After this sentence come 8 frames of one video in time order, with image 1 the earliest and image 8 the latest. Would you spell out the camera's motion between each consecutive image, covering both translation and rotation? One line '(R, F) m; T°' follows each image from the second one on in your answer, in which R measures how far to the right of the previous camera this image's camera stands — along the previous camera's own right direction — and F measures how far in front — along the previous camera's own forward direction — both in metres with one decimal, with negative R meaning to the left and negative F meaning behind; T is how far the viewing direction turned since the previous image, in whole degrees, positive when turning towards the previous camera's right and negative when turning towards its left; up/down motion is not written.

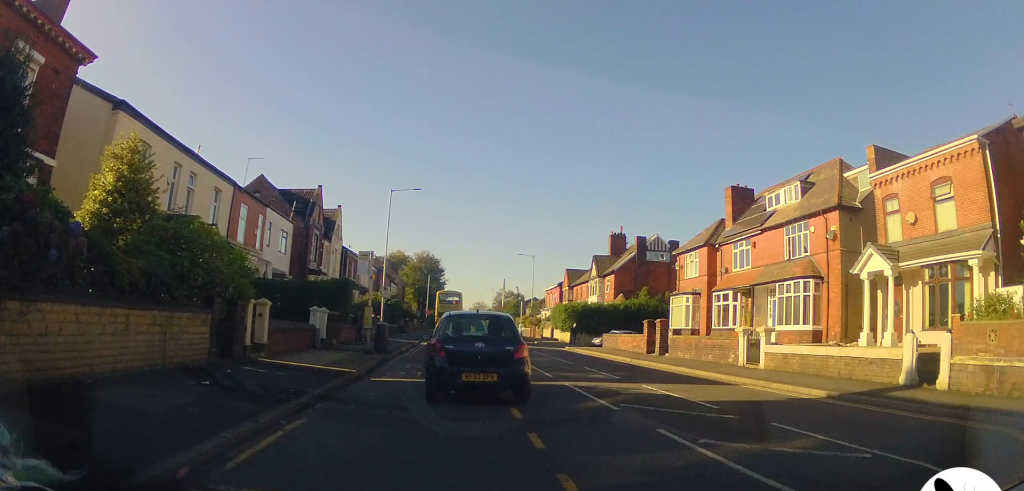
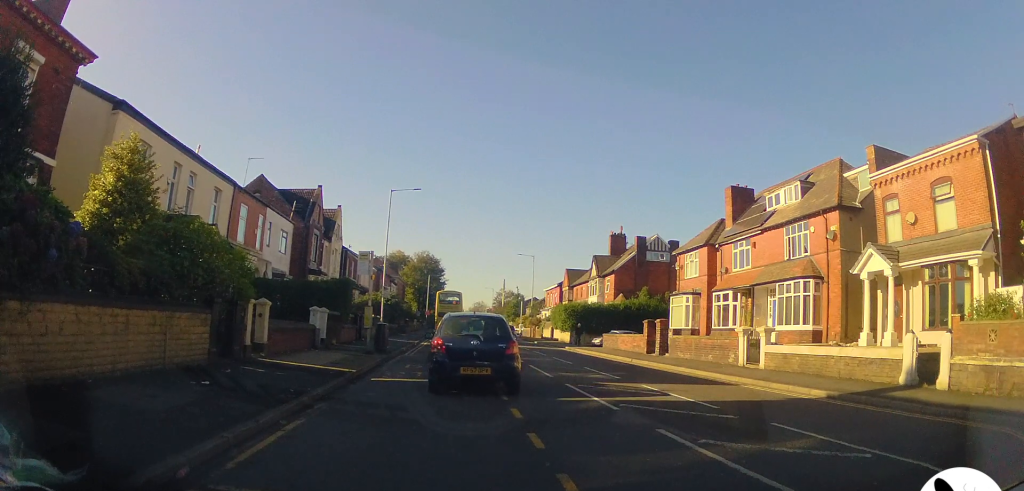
(0.0, 0.0) m; 0°
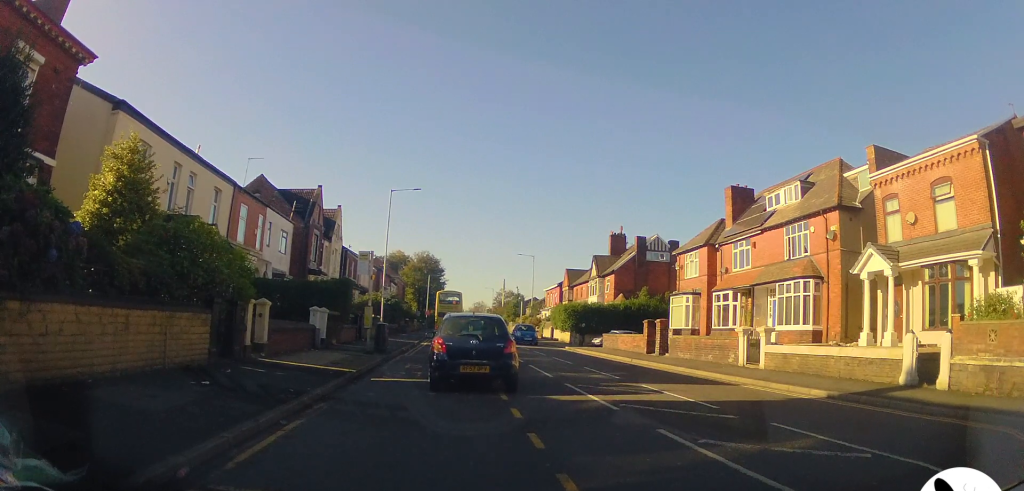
(0.0, 0.0) m; 0°
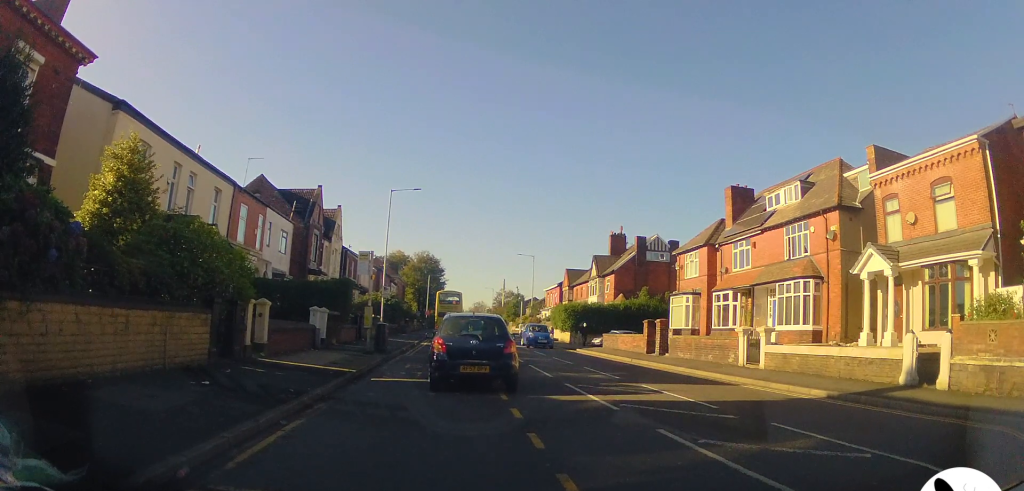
(0.0, 0.0) m; 0°
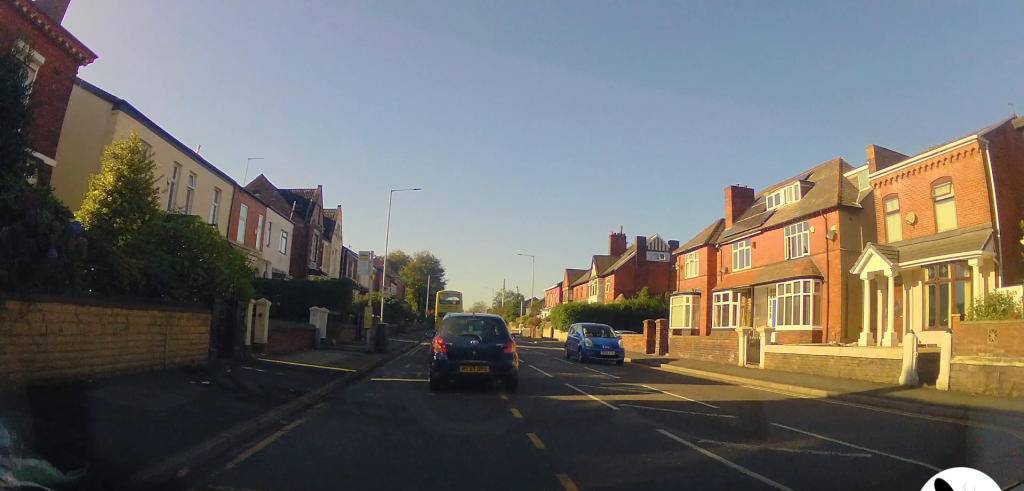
(0.0, 0.0) m; 0°
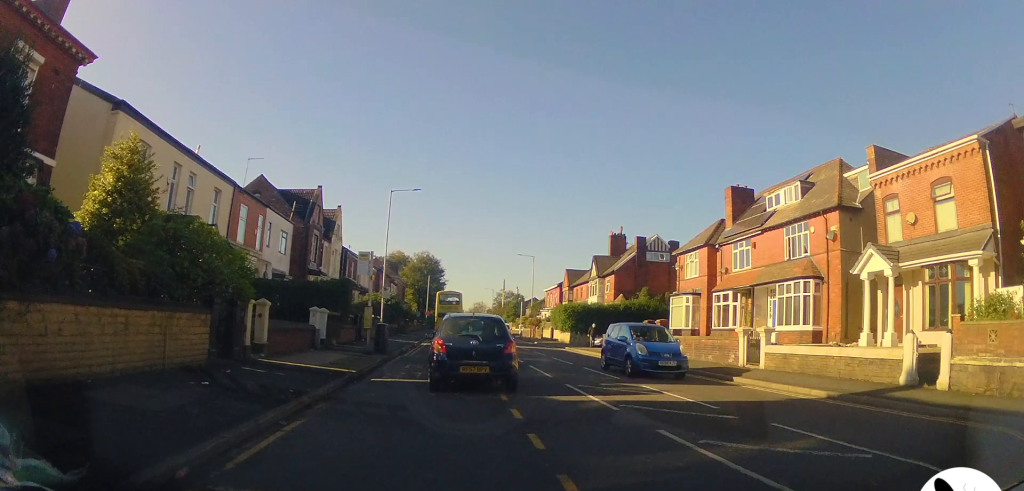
(0.0, 0.0) m; 0°
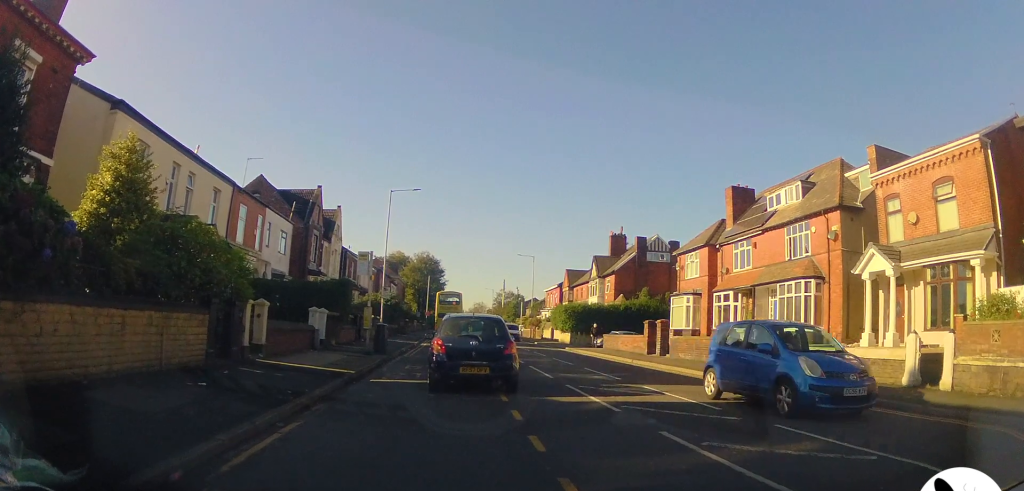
(0.0, 0.0) m; 0°
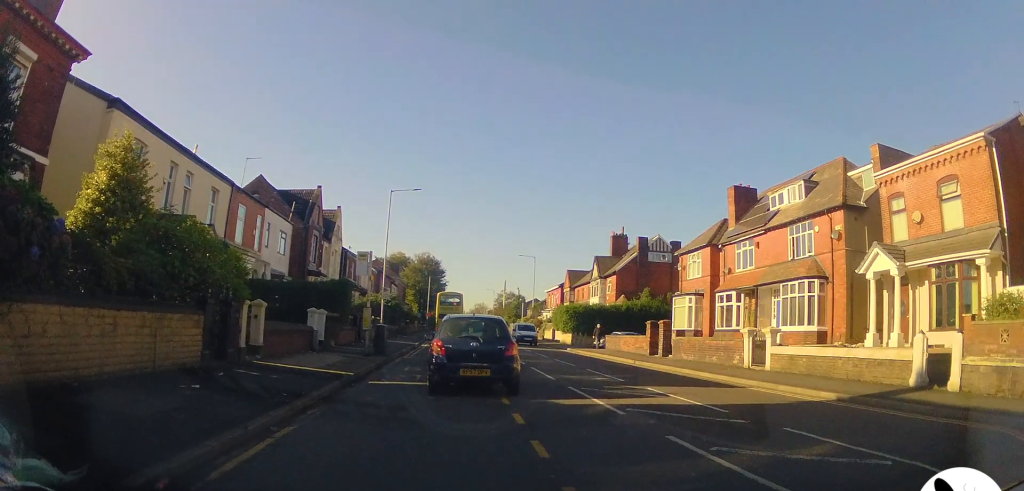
(-0.1, +0.1) m; 0°
